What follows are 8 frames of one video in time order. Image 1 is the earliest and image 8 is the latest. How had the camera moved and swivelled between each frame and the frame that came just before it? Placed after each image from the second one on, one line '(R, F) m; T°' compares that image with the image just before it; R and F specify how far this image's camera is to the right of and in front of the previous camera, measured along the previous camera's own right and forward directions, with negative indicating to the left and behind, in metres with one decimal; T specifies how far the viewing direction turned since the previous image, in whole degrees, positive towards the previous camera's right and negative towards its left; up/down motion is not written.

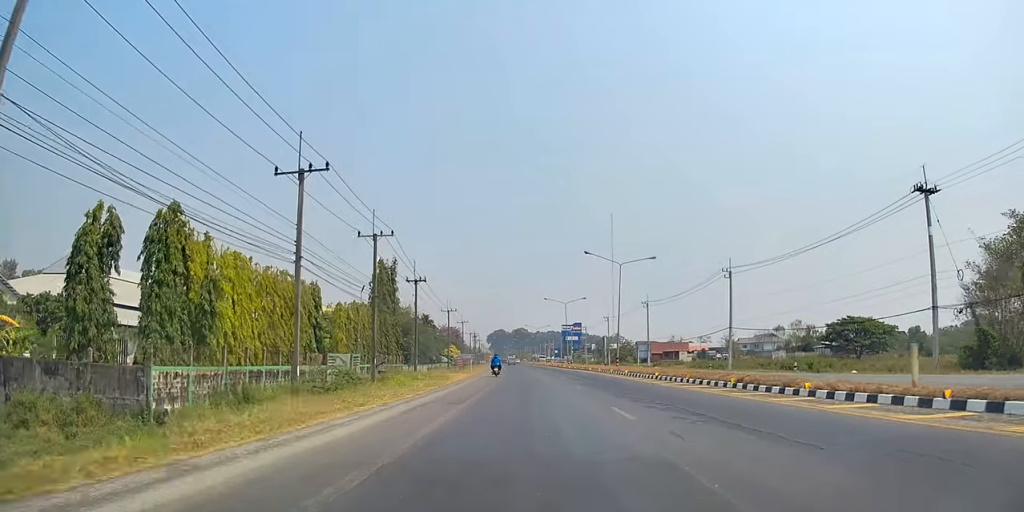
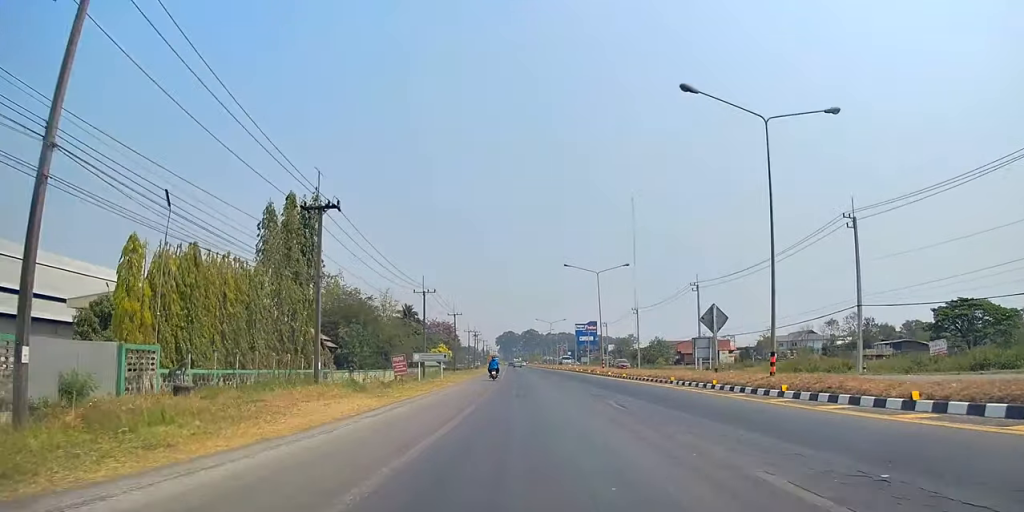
(+0.6, +33.1) m; +2°
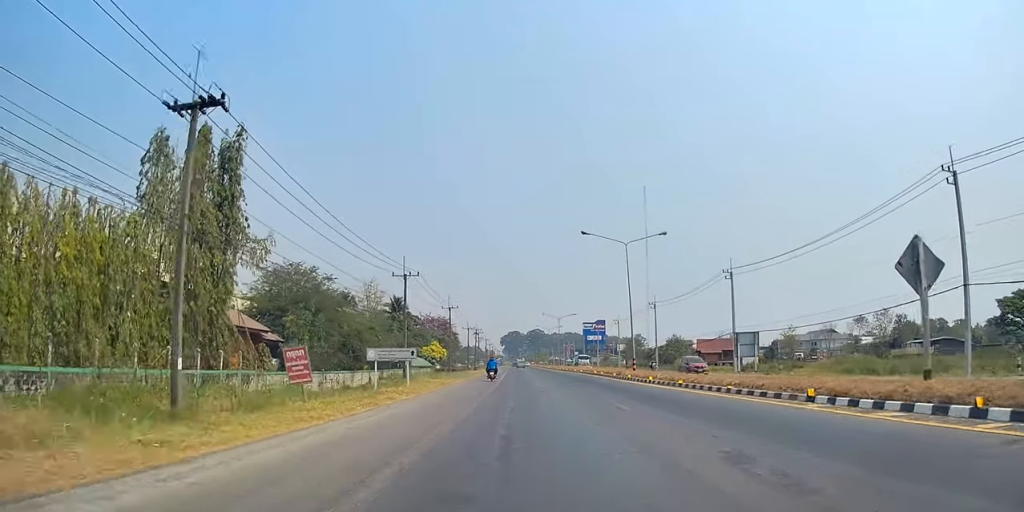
(+0.1, +14.8) m; -1°
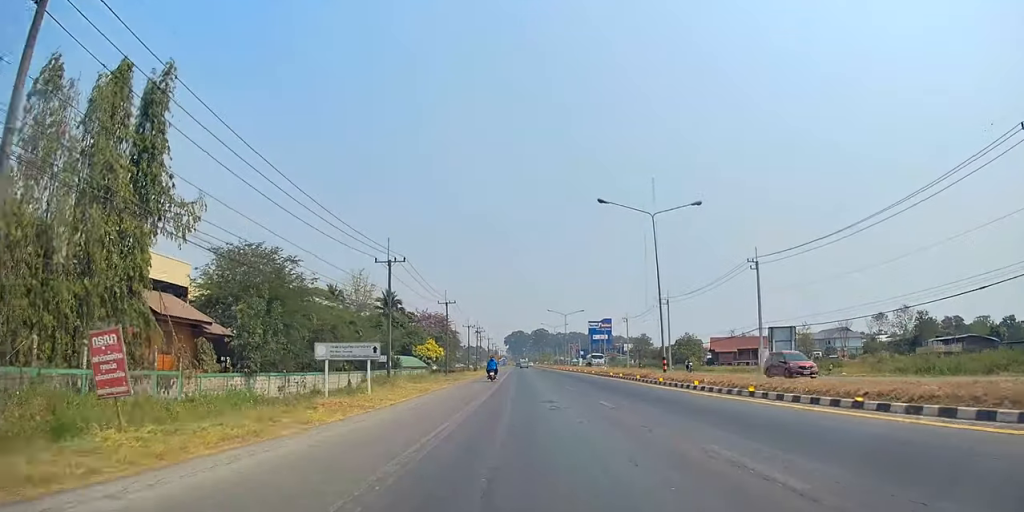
(-0.2, +8.5) m; -1°
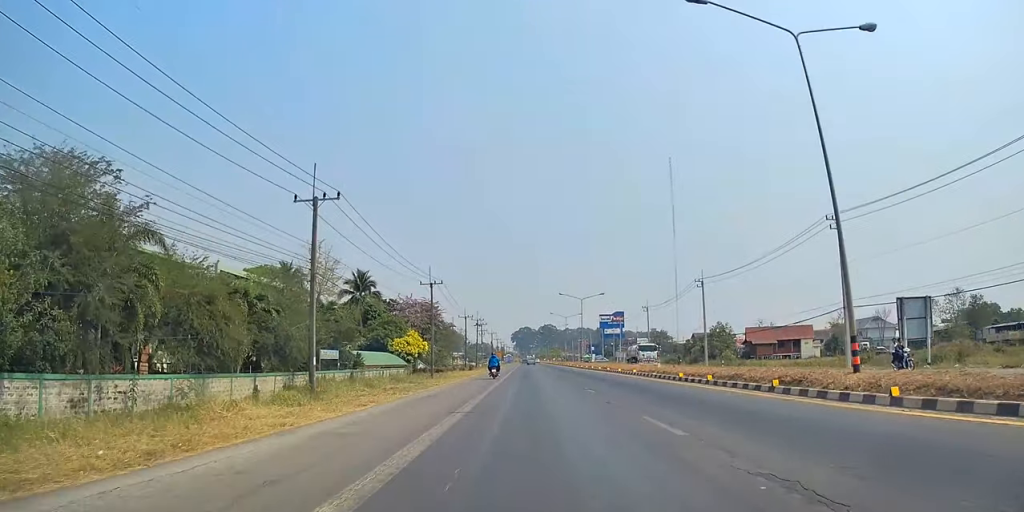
(-0.3, +19.6) m; -1°
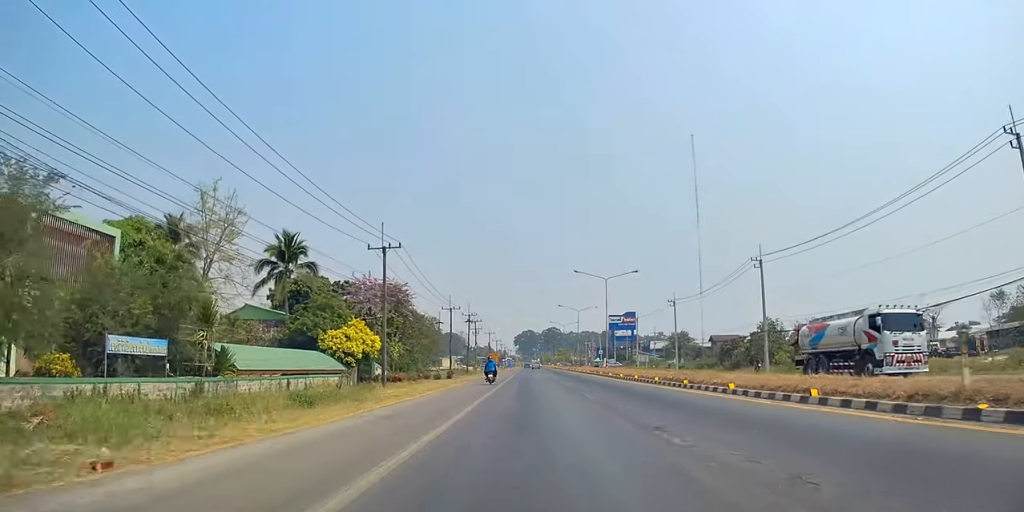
(+0.1, +24.6) m; 0°
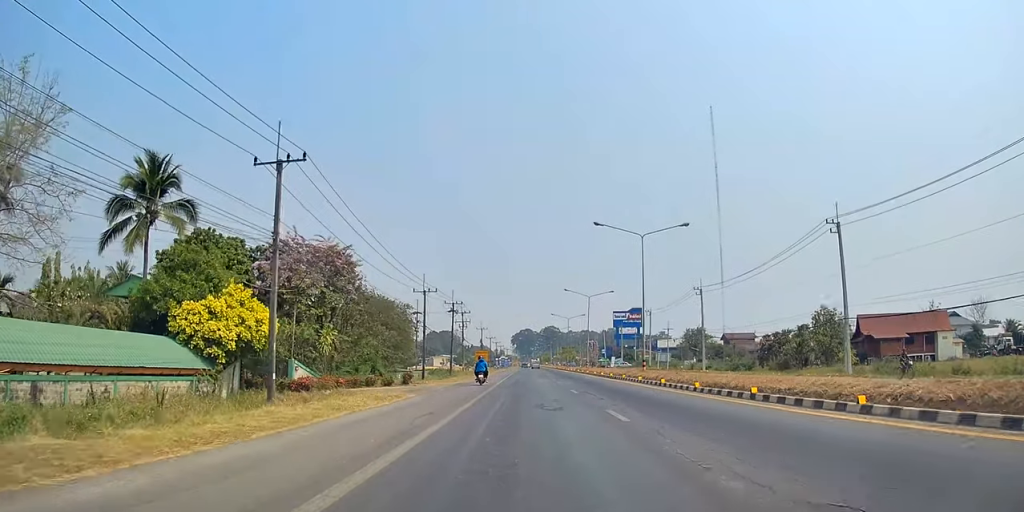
(+0.1, +20.6) m; 0°
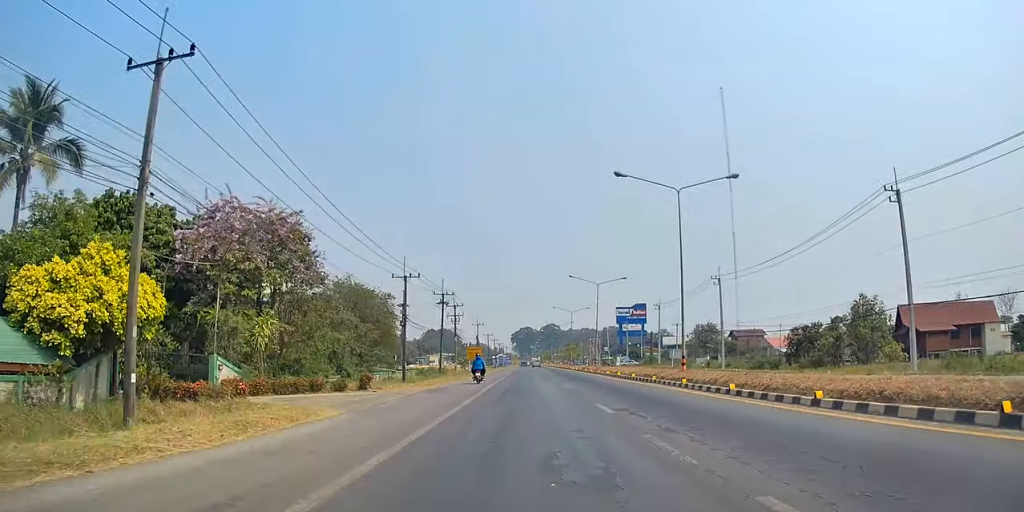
(+0.1, +9.6) m; 0°
